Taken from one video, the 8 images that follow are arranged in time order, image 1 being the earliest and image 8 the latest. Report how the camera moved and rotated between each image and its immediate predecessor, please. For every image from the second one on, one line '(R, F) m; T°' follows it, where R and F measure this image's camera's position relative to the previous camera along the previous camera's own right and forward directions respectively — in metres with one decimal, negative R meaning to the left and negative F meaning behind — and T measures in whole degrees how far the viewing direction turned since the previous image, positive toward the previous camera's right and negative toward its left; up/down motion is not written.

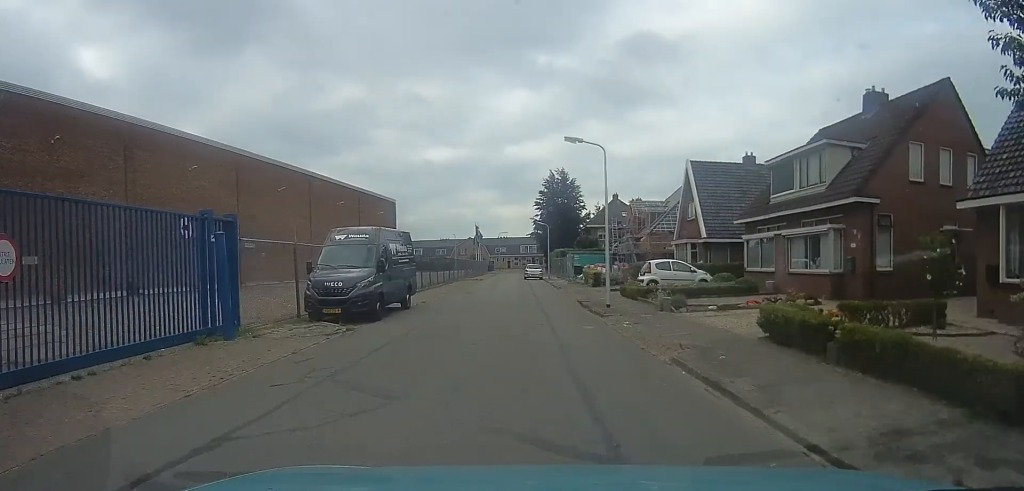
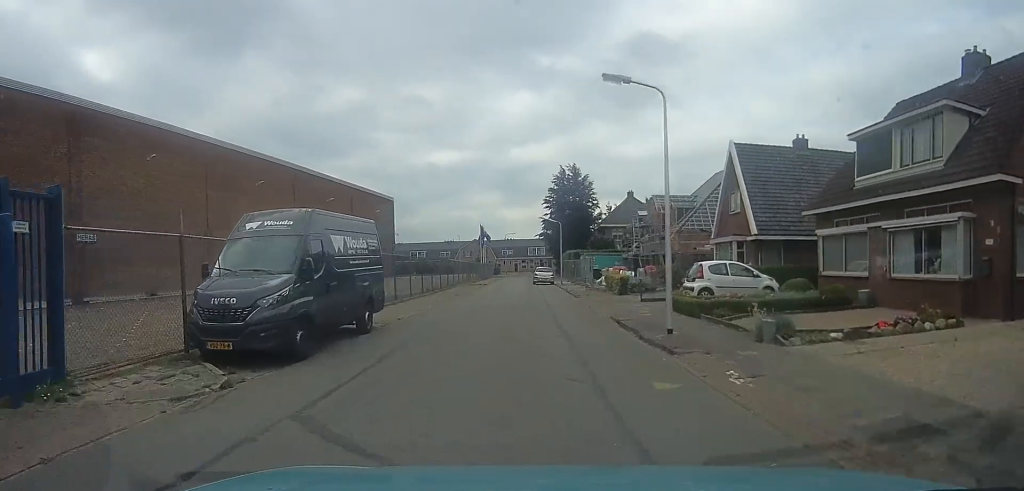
(0.0, +5.7) m; 0°
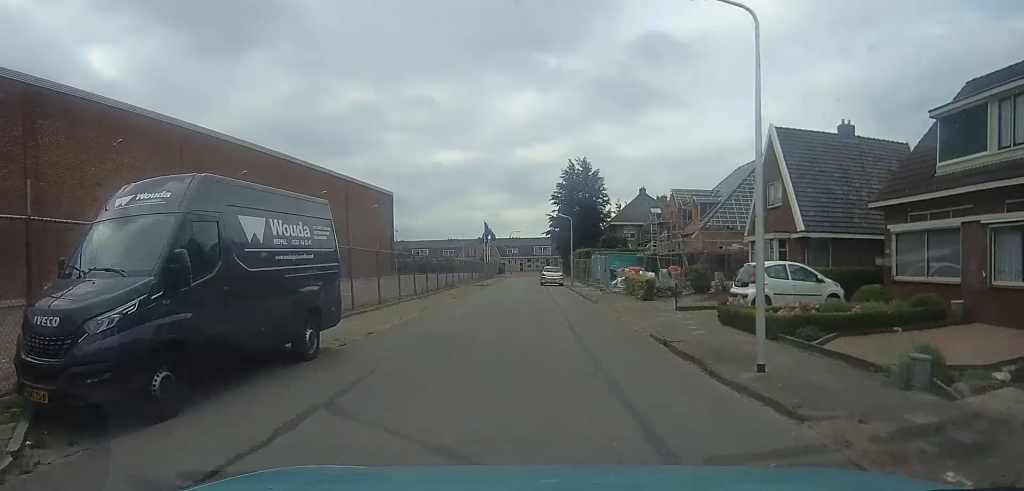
(0.0, +3.8) m; -1°
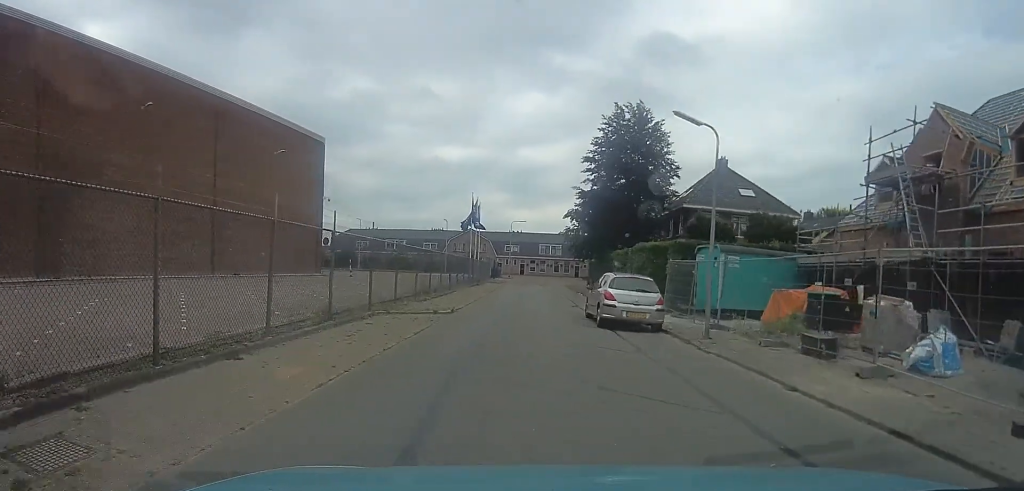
(-1.4, +25.7) m; -2°
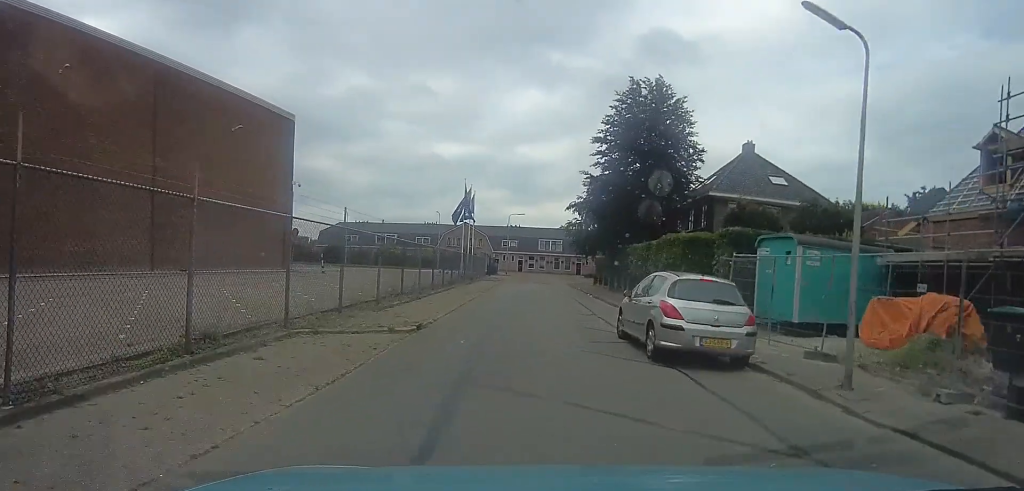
(+0.1, +5.5) m; -4°
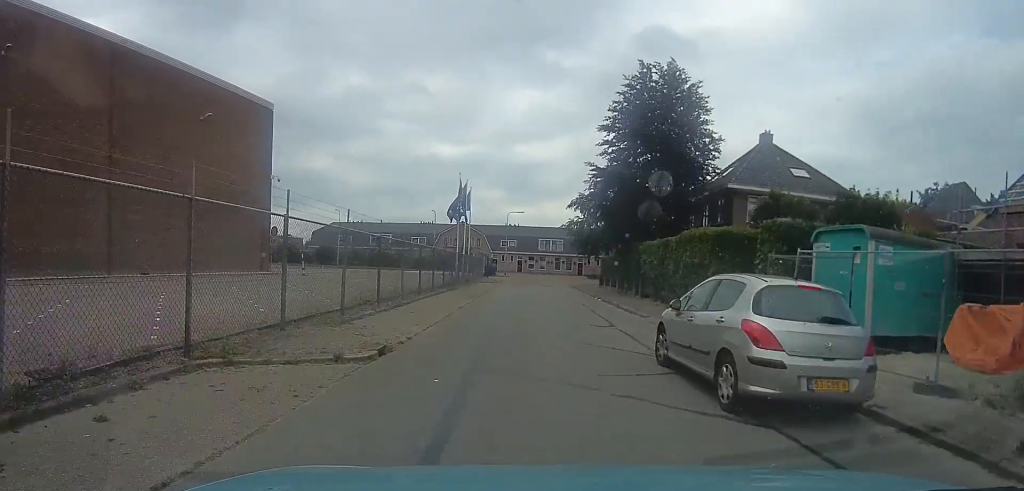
(-0.4, +3.1) m; 0°
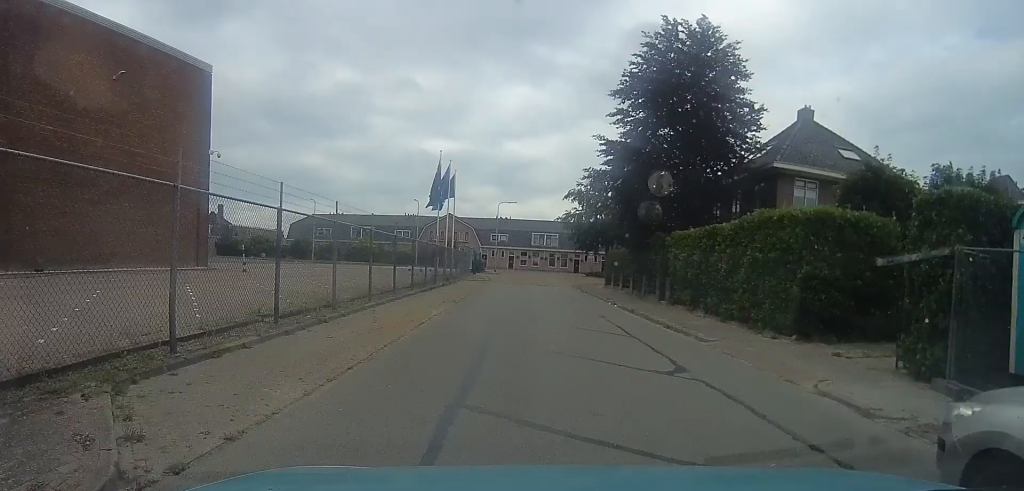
(-0.2, +6.2) m; +2°
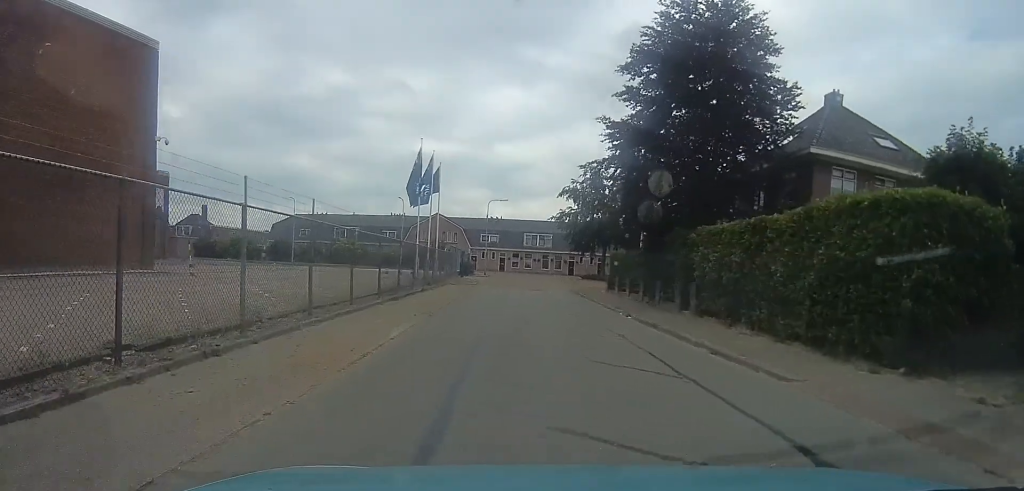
(+0.3, +3.9) m; +3°
